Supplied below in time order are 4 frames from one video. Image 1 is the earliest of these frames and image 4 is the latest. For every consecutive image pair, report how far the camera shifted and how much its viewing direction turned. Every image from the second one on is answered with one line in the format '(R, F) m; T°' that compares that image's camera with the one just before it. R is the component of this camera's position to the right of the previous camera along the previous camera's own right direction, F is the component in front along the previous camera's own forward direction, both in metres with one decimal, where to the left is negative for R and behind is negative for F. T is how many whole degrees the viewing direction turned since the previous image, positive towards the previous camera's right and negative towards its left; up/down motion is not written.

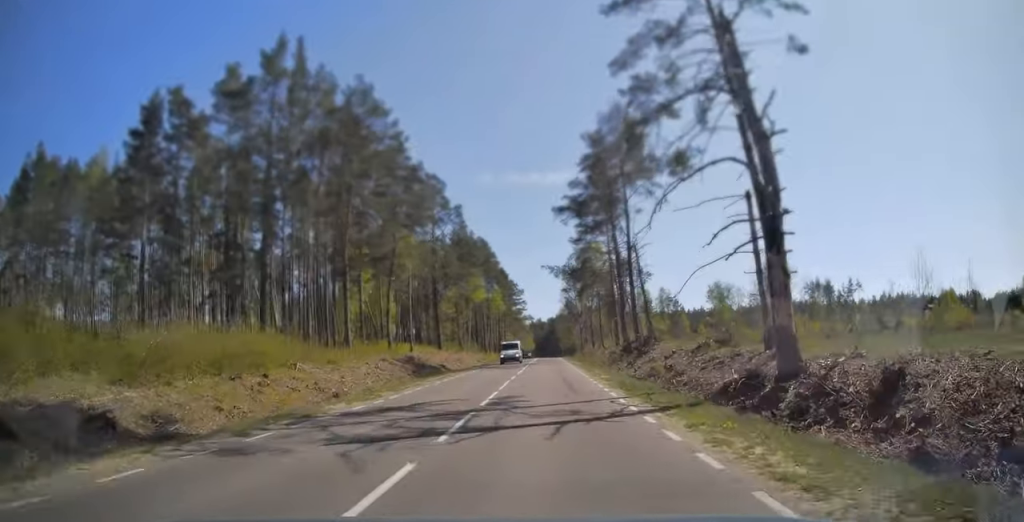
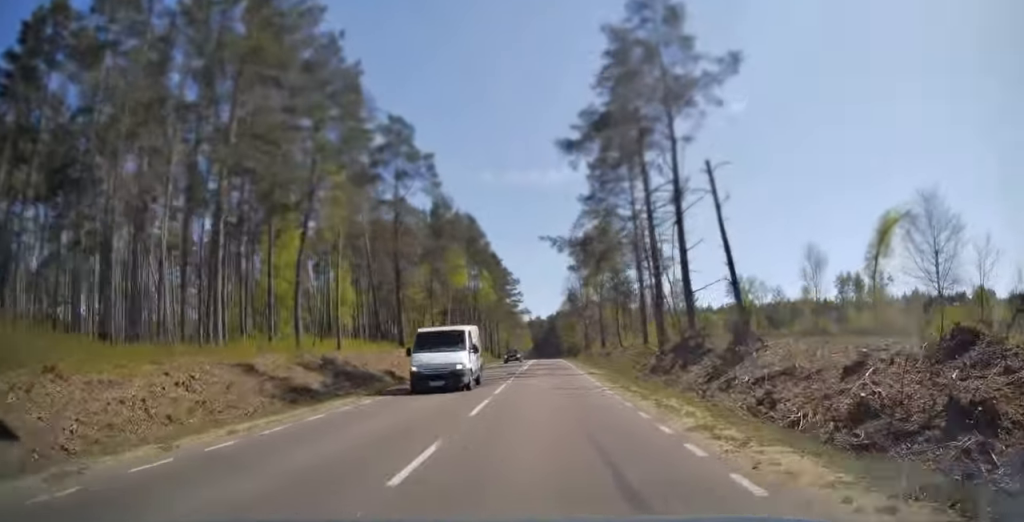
(0.0, +21.1) m; 0°
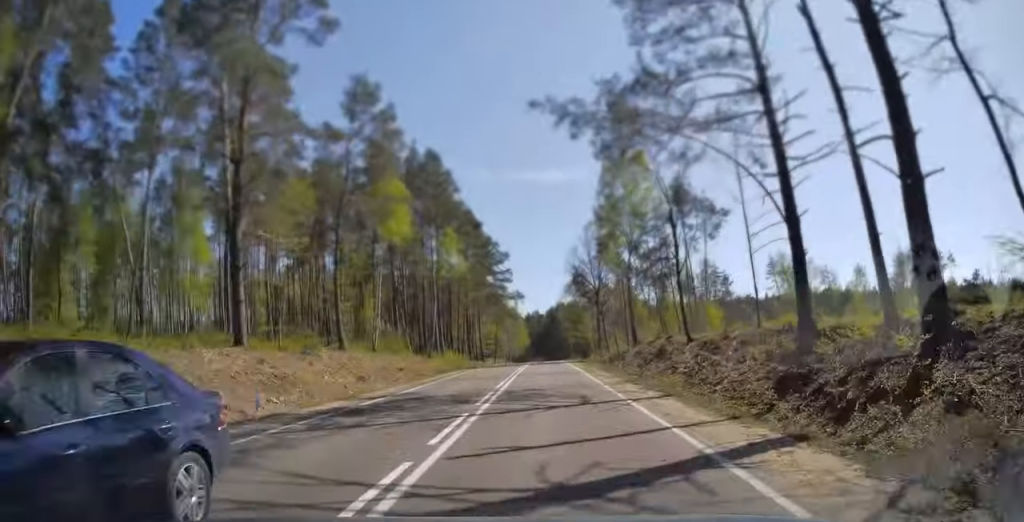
(0.0, +32.5) m; 0°
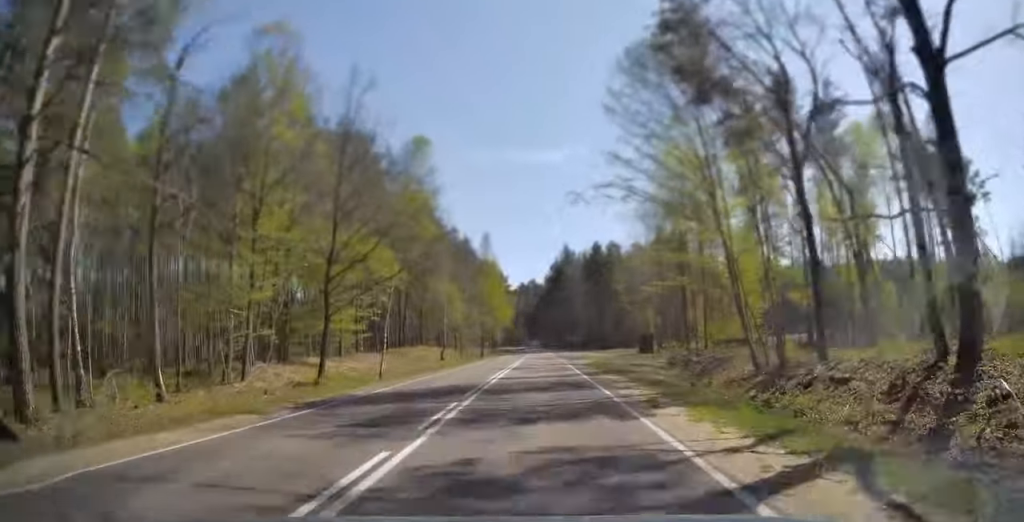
(+0.2, +82.0) m; 0°
